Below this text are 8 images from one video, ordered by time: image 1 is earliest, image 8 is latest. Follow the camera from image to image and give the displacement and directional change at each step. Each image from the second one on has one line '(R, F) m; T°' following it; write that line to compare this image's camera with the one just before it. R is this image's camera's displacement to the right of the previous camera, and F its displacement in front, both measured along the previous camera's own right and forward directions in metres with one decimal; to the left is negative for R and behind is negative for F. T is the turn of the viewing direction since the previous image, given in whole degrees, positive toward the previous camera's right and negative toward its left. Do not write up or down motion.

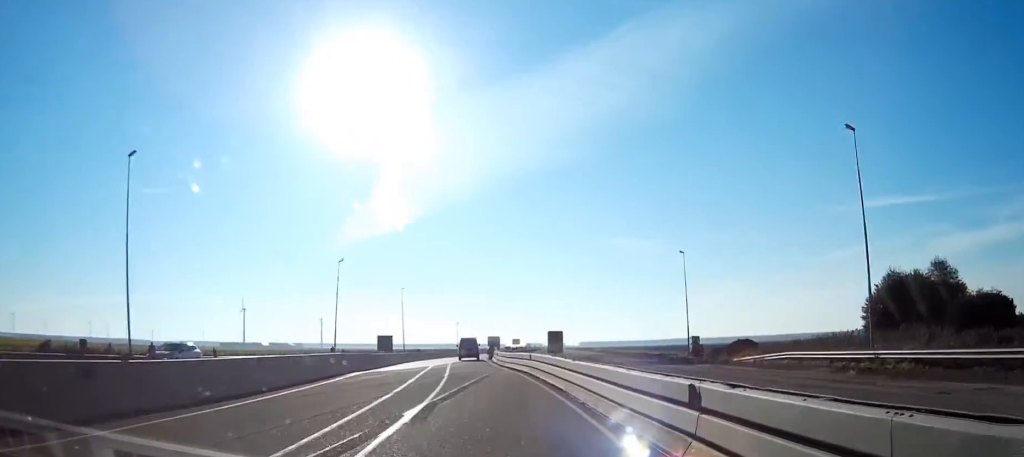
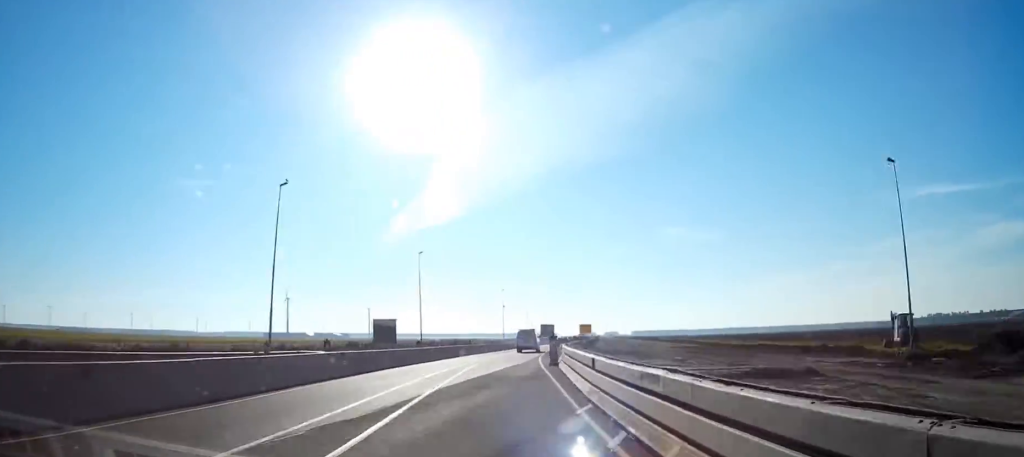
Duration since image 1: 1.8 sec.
(-1.0, +40.1) m; -1°
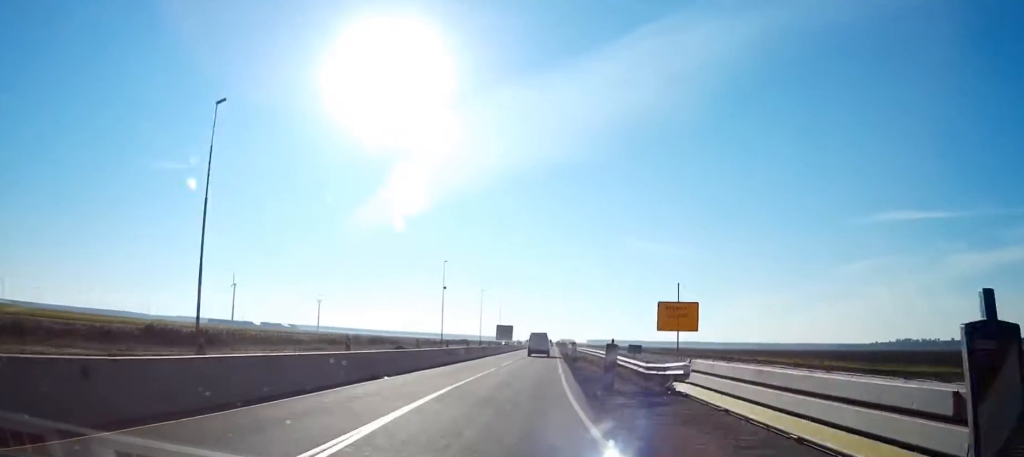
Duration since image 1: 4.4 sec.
(+0.1, +57.7) m; +2°
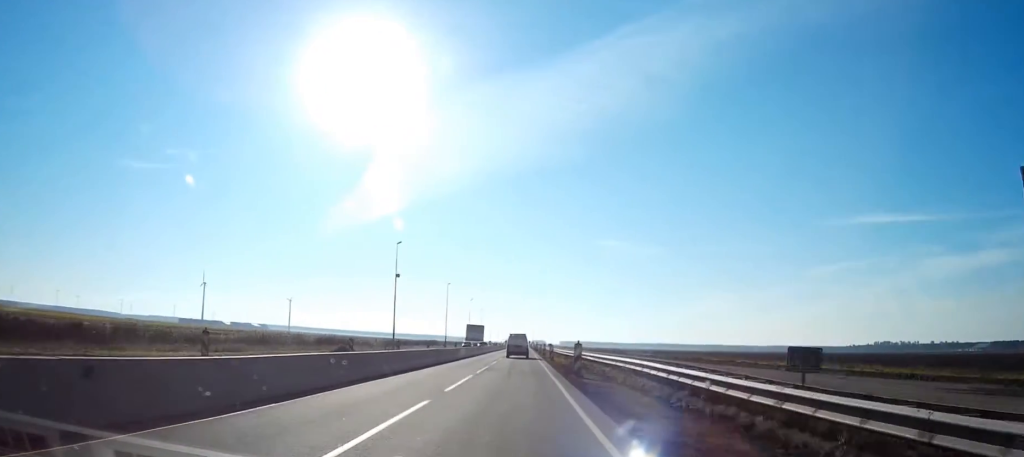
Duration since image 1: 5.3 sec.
(+0.2, +19.1) m; +1°
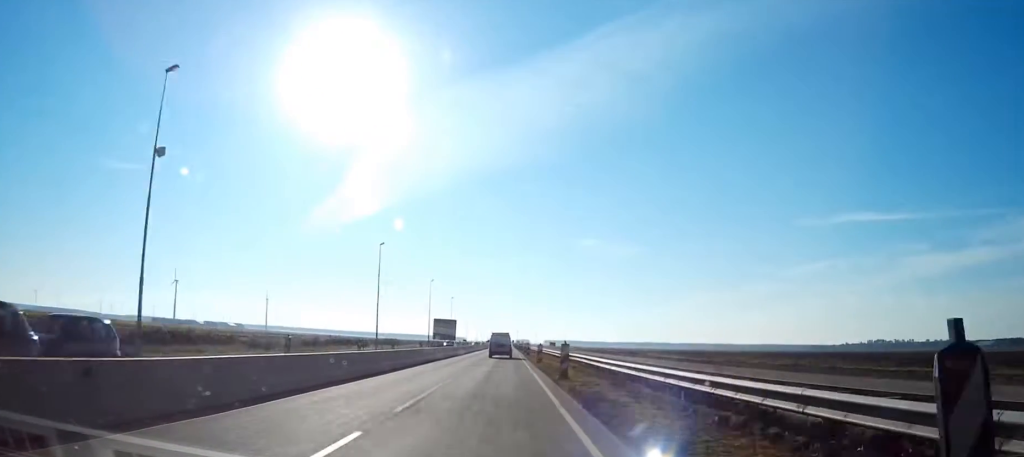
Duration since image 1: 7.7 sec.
(+1.2, +53.1) m; +2°
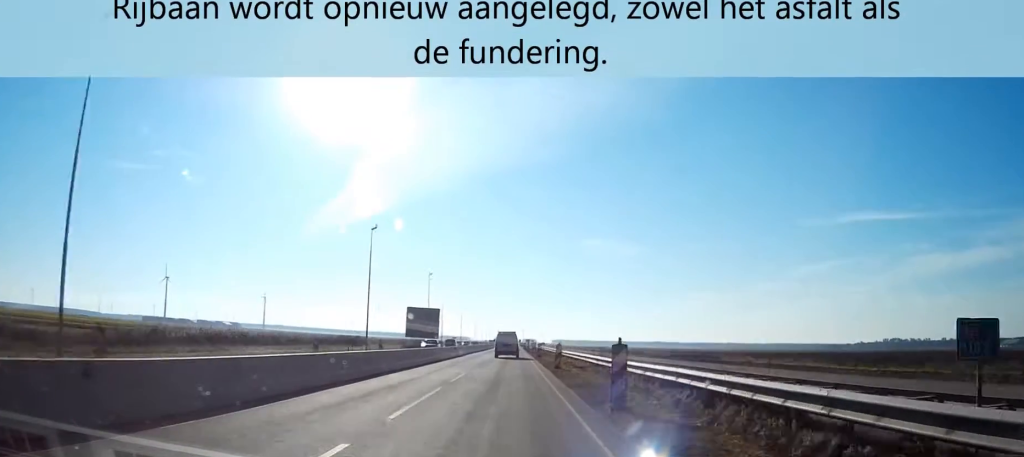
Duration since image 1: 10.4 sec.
(0.0, +60.3) m; 0°
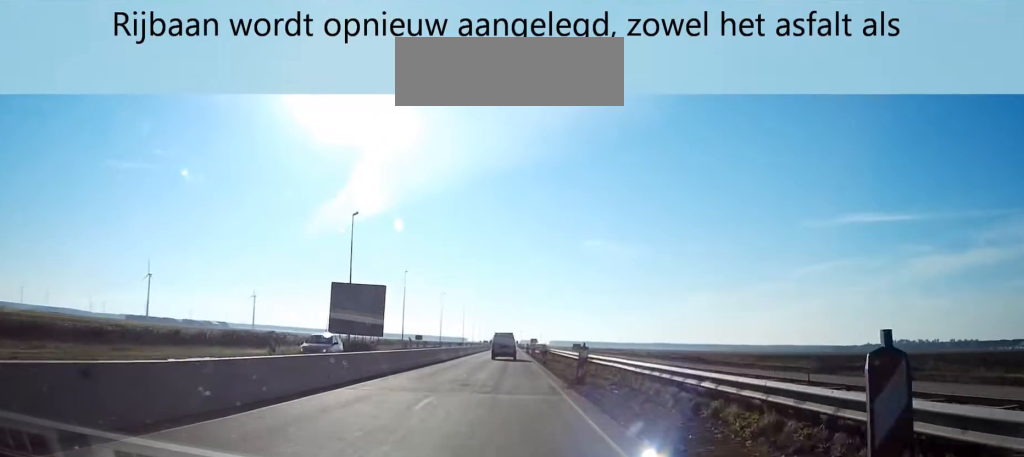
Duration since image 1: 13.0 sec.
(-0.1, +57.2) m; 0°
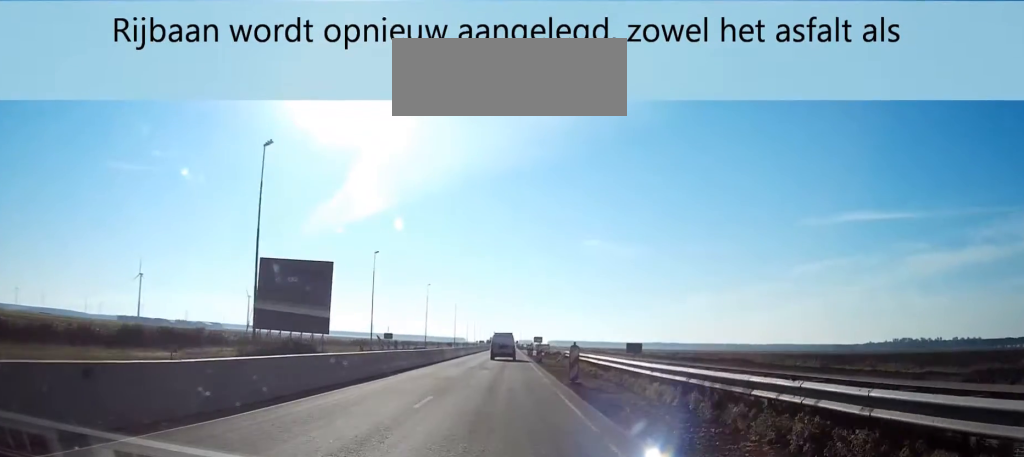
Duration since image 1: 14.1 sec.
(-0.1, +23.4) m; 0°
